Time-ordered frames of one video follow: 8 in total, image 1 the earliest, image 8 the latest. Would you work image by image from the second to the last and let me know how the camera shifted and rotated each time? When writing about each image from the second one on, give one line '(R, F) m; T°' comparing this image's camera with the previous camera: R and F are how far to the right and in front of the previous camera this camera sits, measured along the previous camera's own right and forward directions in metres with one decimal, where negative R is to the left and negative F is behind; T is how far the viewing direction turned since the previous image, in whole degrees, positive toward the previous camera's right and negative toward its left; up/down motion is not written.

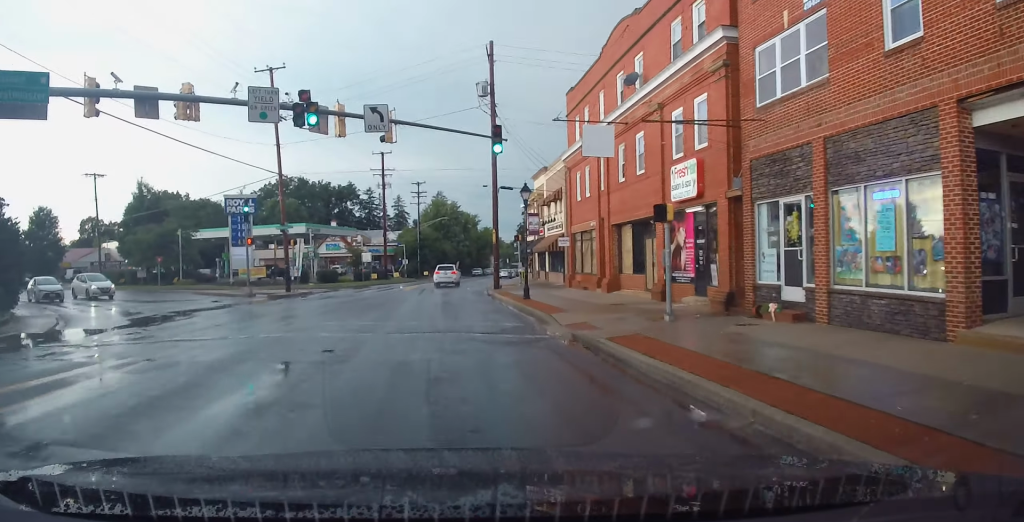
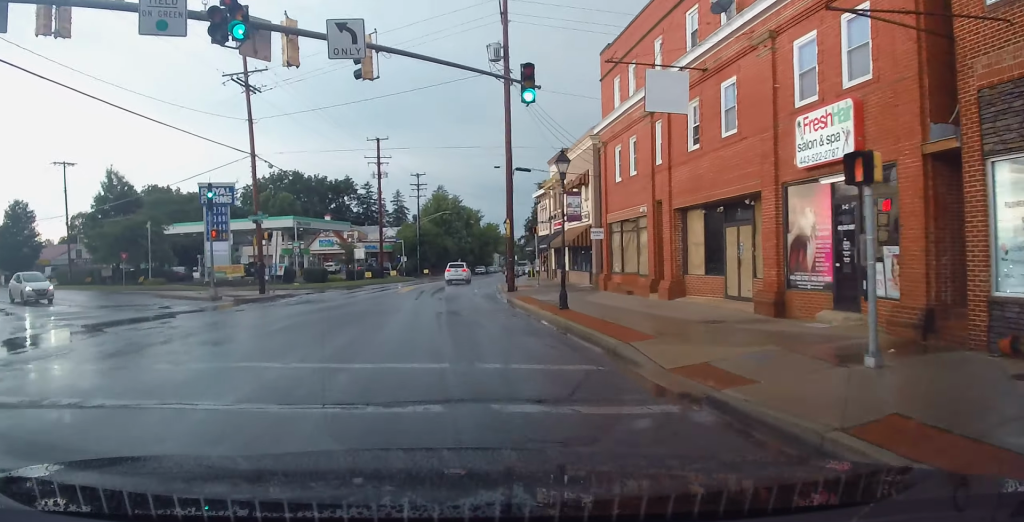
(0.0, +6.9) m; 0°
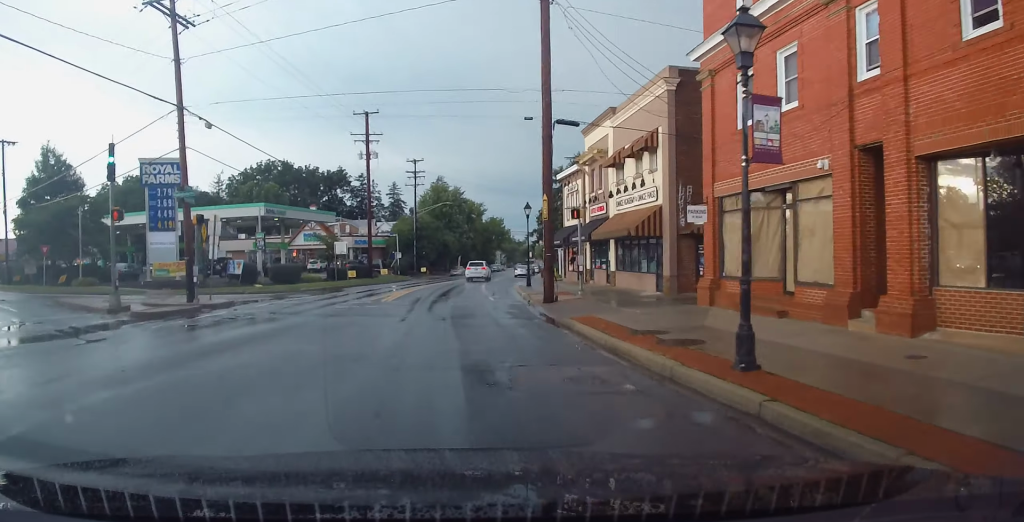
(+0.2, +11.2) m; +3°
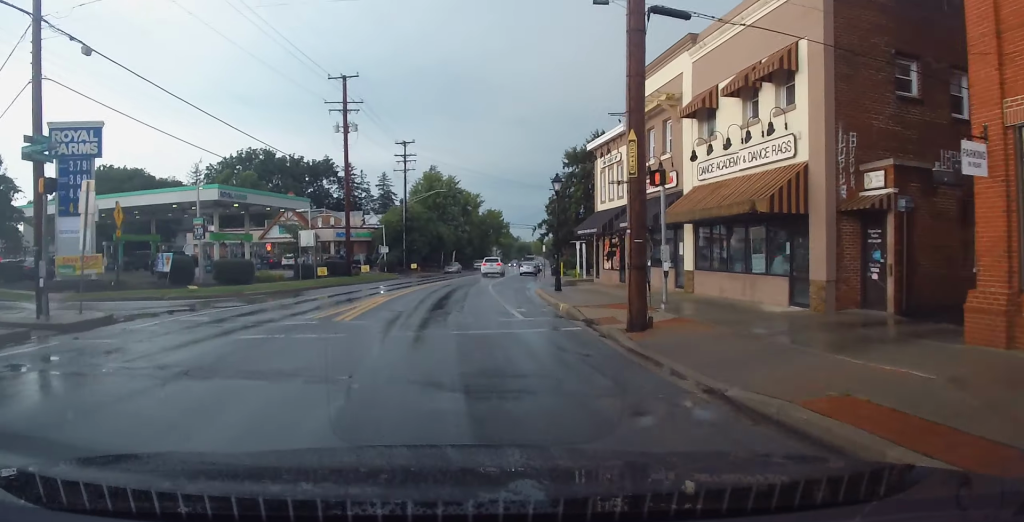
(+0.3, +10.5) m; 0°
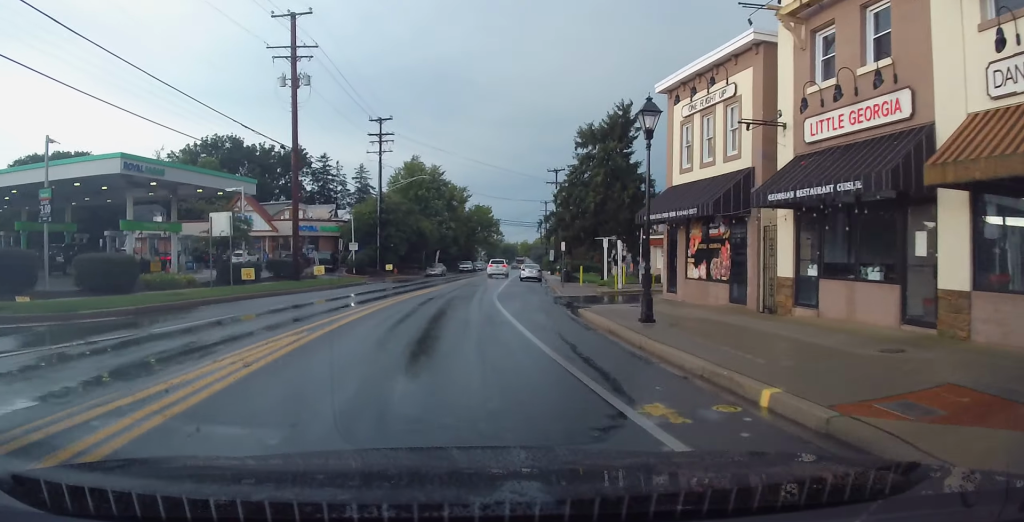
(-0.4, +13.0) m; -1°
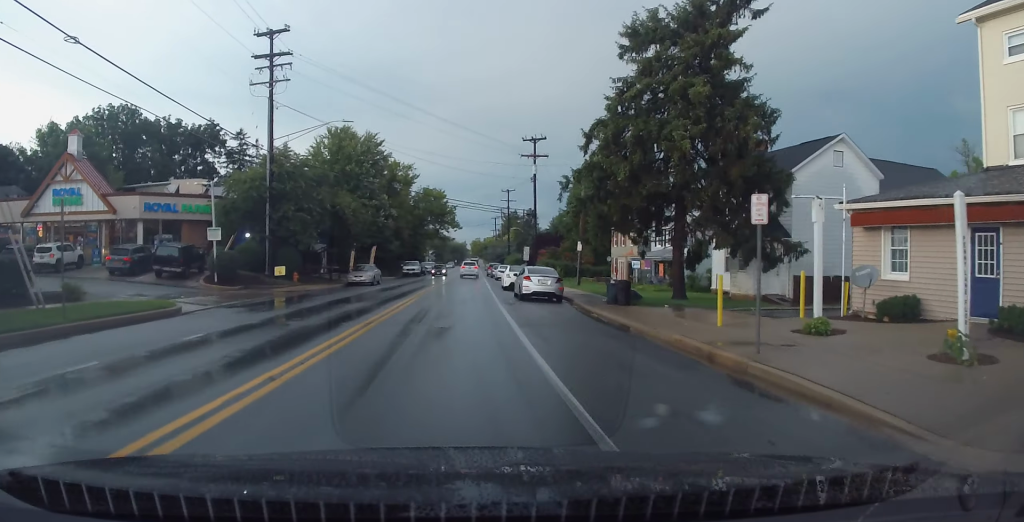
(+2.5, +25.5) m; +8°
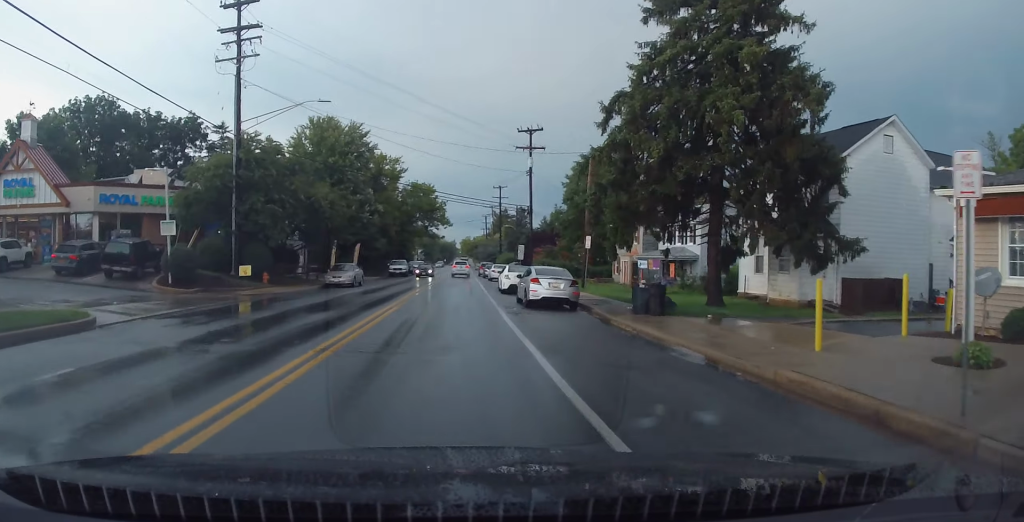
(0.0, +4.6) m; -1°
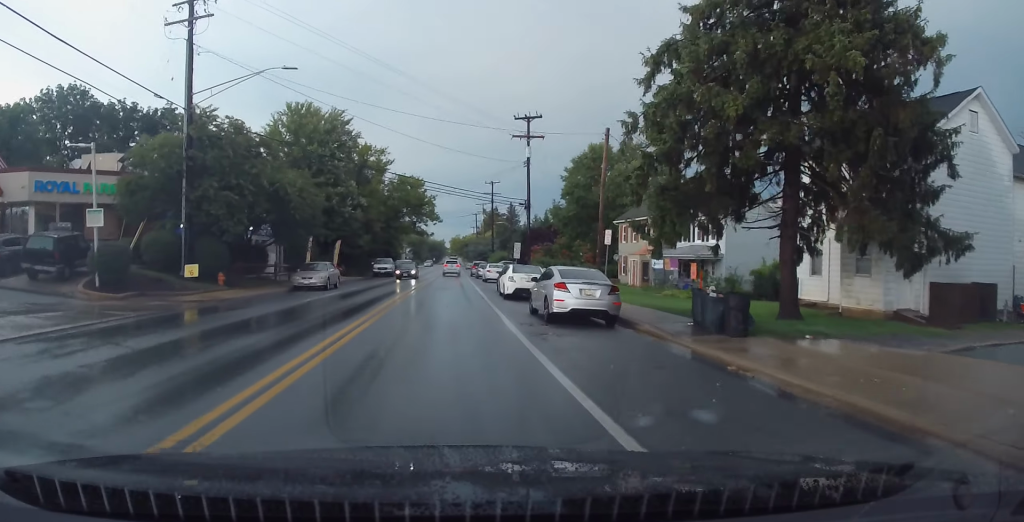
(-0.4, +5.7) m; -1°
